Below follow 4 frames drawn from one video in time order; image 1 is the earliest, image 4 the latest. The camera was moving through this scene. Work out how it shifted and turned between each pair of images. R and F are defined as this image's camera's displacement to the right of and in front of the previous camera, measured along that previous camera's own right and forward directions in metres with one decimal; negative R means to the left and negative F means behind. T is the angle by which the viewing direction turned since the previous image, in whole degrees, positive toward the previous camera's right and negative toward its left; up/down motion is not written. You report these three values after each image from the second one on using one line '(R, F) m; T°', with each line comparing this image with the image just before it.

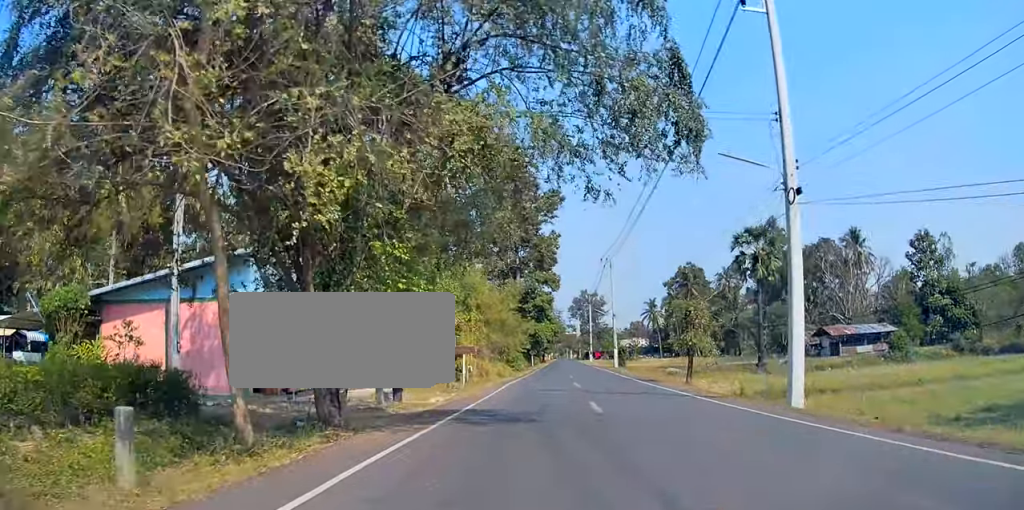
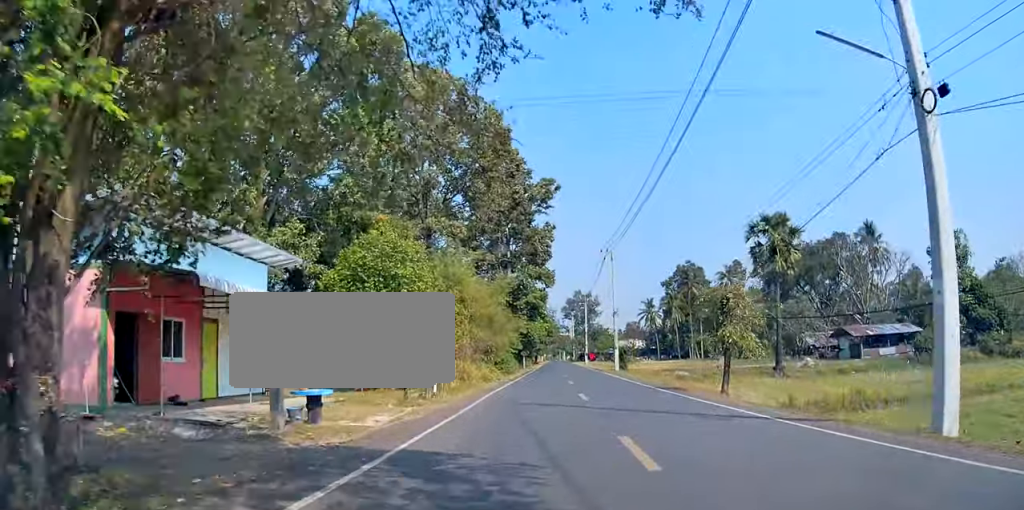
(0.0, +7.3) m; 0°
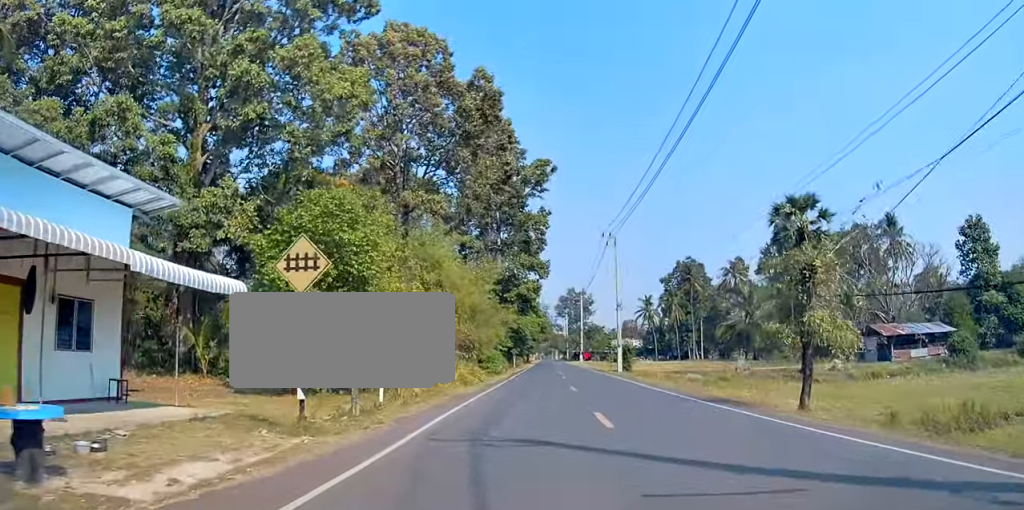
(0.0, +7.9) m; 0°
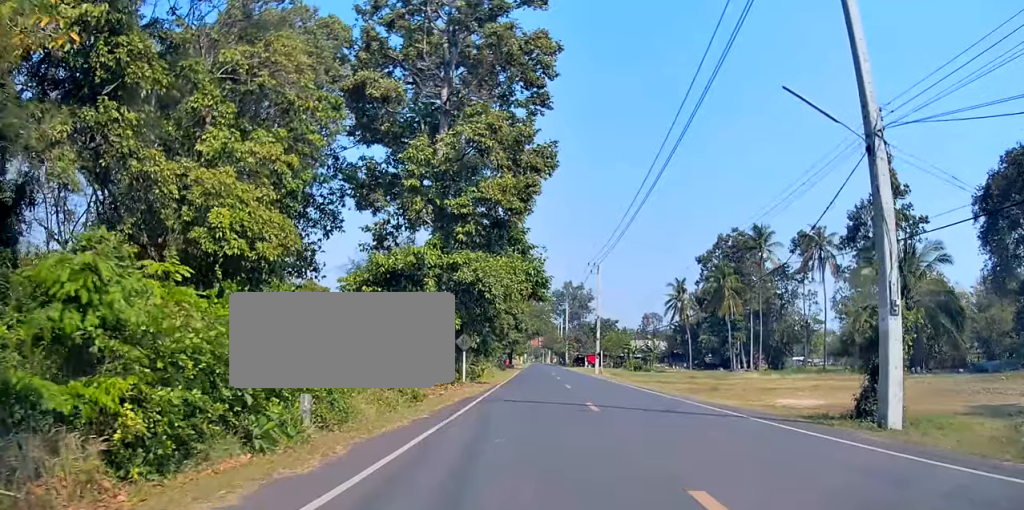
(+1.6, +44.9) m; +2°
